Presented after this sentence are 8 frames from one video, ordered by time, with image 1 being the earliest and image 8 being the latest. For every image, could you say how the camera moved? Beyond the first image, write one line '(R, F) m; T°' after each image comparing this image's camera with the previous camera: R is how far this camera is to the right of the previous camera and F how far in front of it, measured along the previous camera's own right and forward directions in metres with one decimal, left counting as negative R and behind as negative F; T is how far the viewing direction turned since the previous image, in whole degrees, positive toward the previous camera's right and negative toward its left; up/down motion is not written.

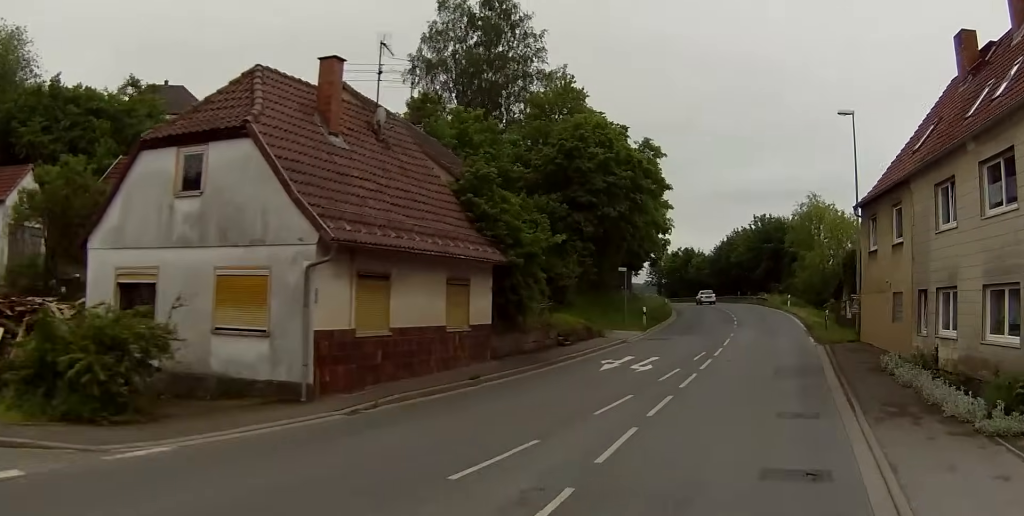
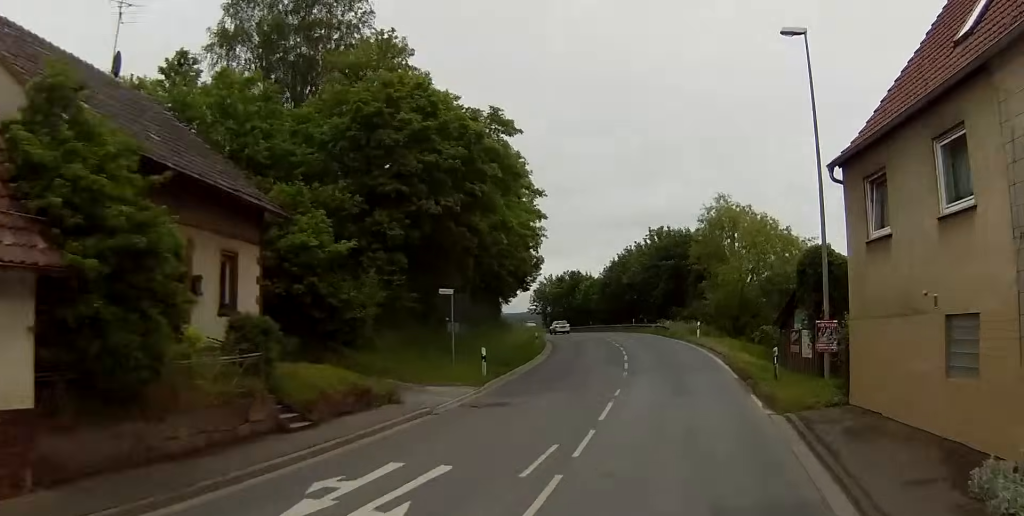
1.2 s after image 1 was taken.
(+1.6, +15.2) m; +7°
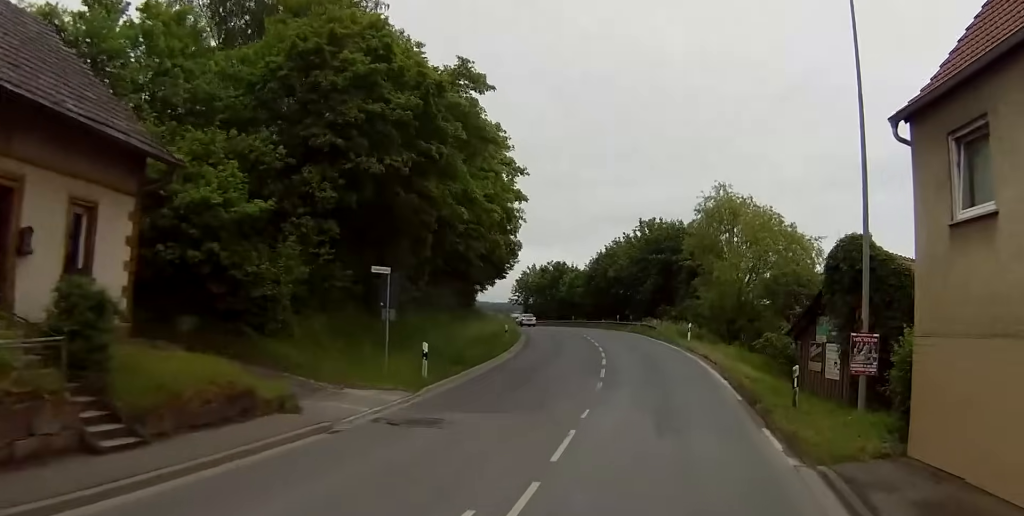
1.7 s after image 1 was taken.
(0.0, +5.8) m; +1°
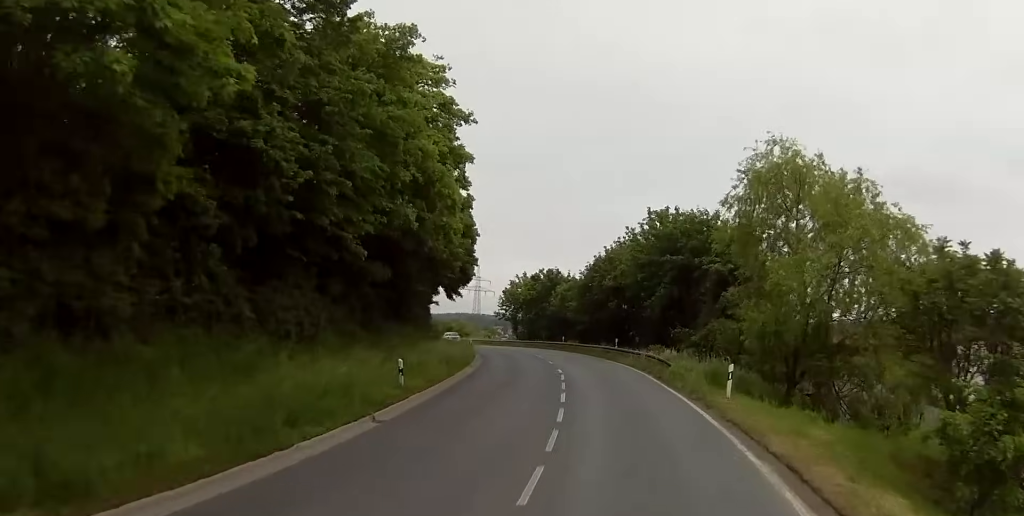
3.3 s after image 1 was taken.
(+0.5, +20.4) m; +1°
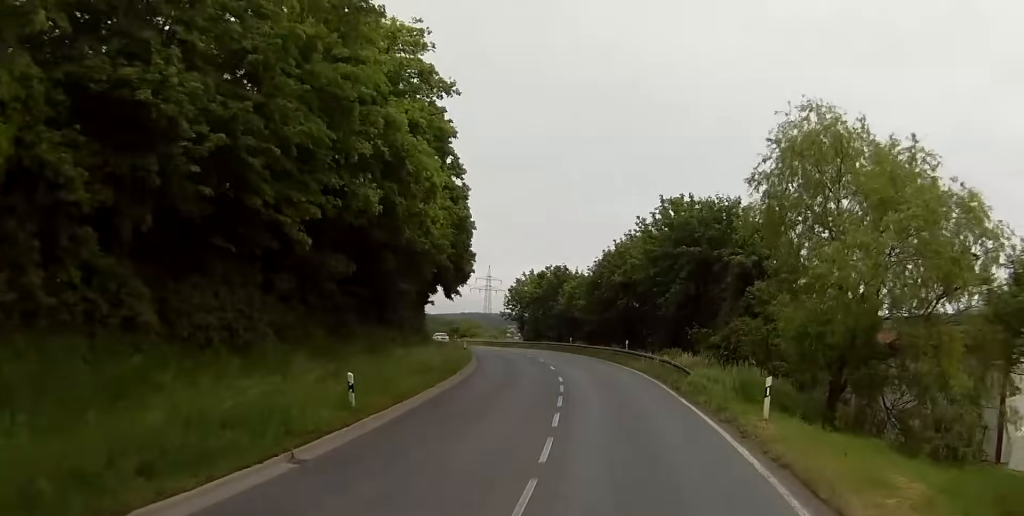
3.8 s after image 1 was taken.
(0.0, +5.4) m; -1°
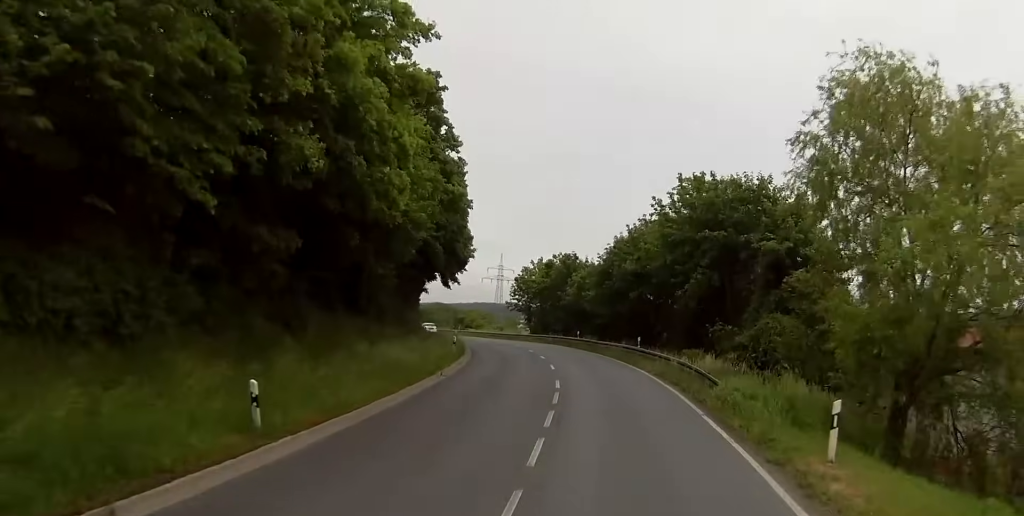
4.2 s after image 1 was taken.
(-0.1, +5.9) m; -1°
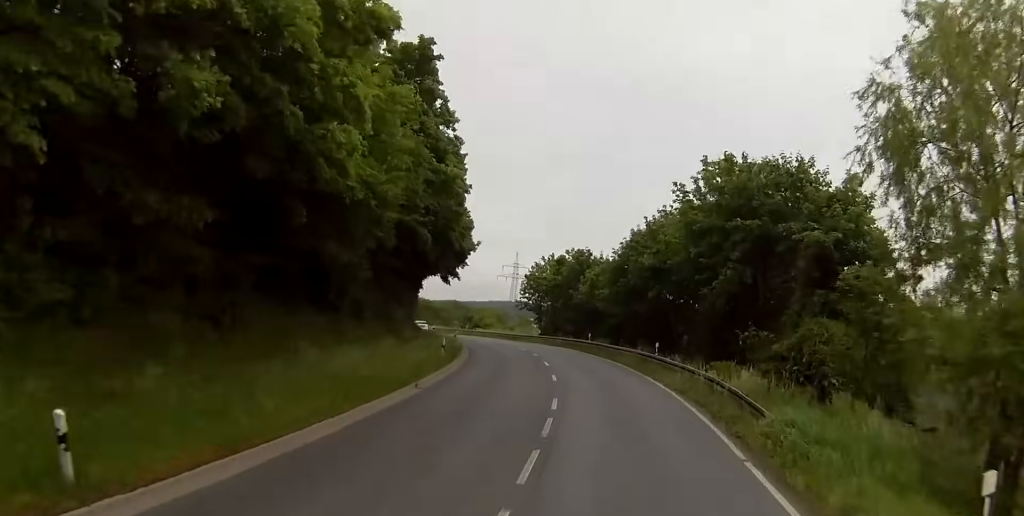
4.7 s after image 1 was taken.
(-0.2, +5.9) m; -2°
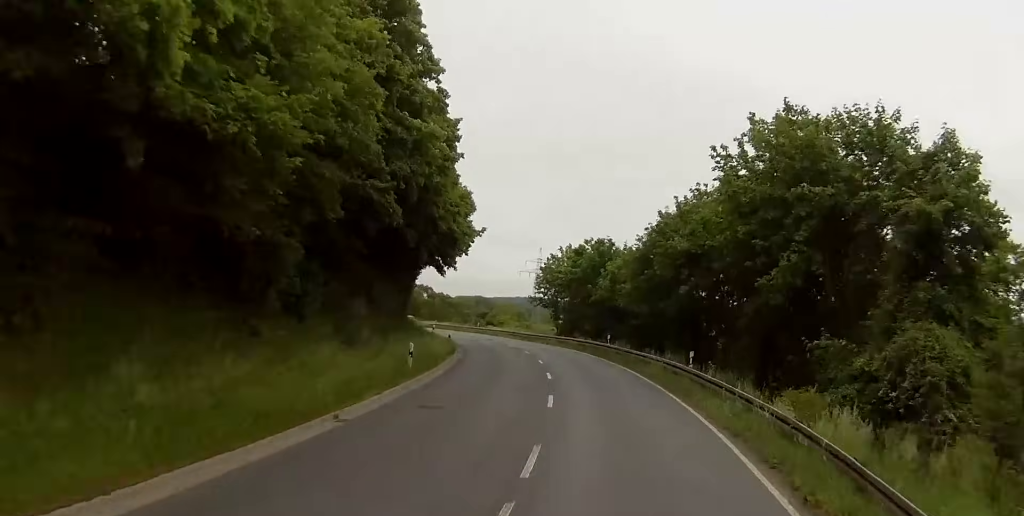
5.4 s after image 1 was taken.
(-0.2, +9.0) m; -2°
